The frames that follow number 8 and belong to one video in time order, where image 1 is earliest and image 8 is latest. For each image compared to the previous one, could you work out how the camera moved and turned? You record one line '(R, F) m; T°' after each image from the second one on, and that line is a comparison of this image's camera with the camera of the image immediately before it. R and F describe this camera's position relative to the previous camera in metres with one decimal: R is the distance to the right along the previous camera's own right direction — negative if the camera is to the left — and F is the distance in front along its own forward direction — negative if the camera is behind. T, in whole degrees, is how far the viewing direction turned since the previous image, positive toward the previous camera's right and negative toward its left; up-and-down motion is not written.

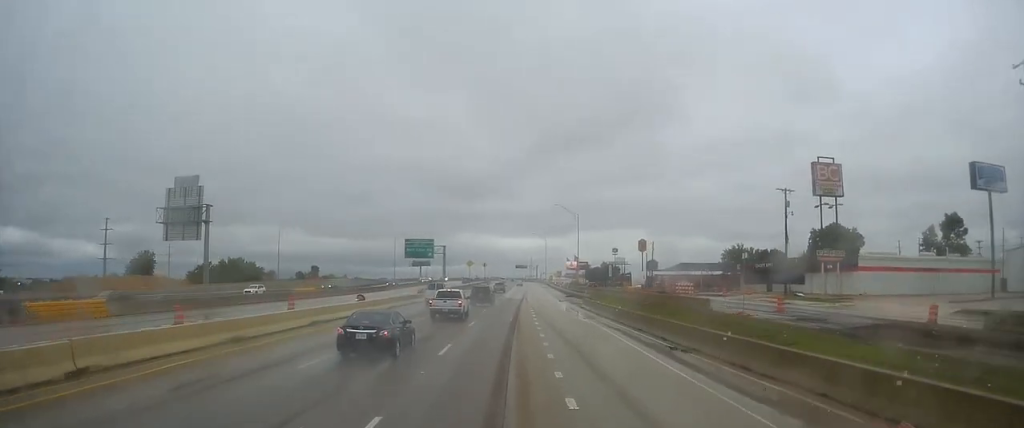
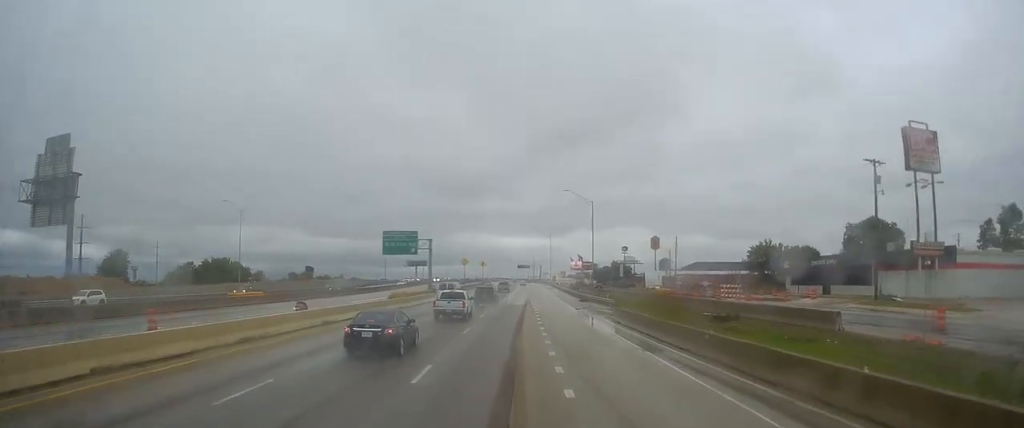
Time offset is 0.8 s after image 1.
(0.0, +17.3) m; +1°
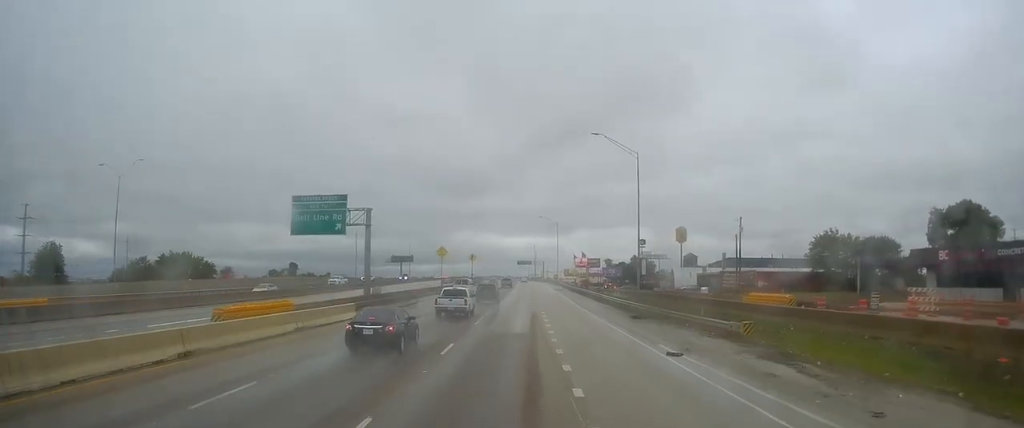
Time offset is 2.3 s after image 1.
(+0.8, +32.9) m; +1°
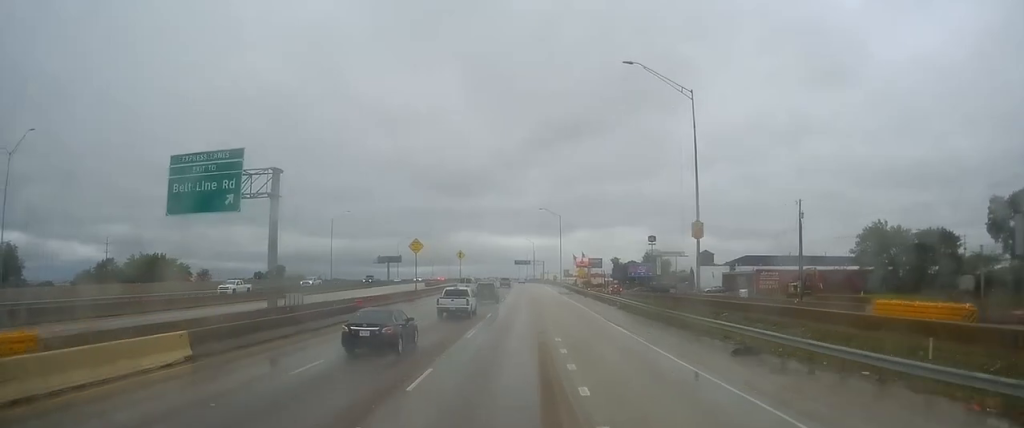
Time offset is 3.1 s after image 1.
(-0.3, +18.3) m; +1°
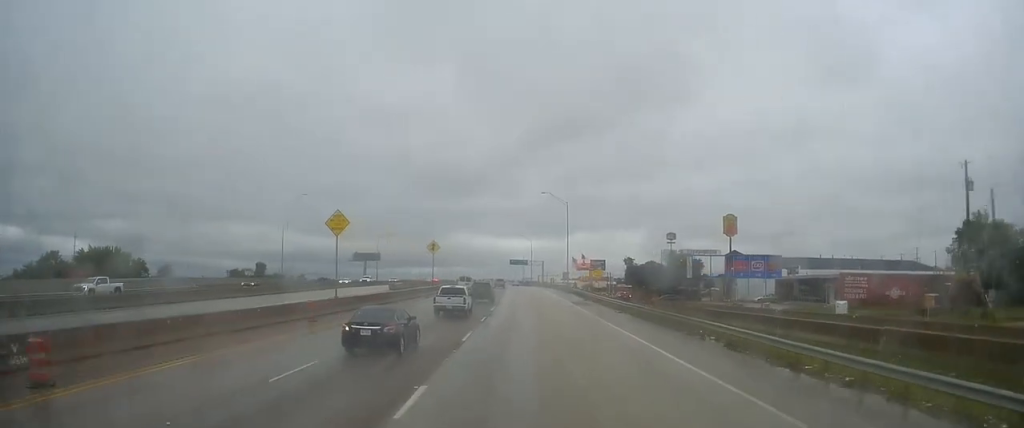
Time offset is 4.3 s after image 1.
(+0.8, +26.5) m; -1°
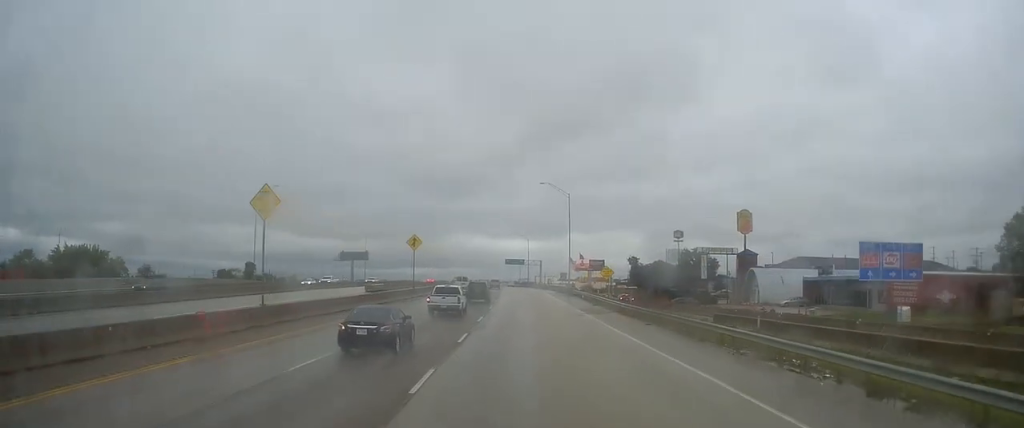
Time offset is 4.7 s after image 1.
(-0.6, +10.4) m; 0°
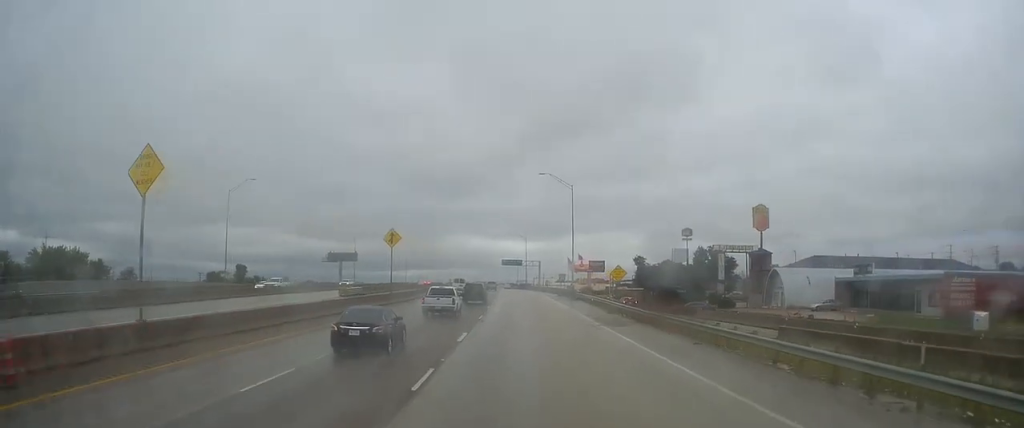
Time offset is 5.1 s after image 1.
(-0.6, +9.3) m; 0°
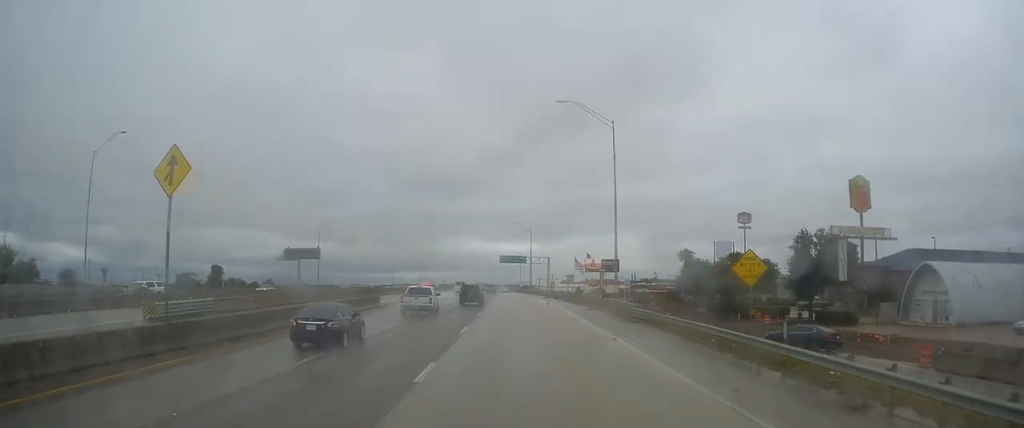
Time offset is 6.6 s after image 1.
(+1.4, +33.1) m; +2°
